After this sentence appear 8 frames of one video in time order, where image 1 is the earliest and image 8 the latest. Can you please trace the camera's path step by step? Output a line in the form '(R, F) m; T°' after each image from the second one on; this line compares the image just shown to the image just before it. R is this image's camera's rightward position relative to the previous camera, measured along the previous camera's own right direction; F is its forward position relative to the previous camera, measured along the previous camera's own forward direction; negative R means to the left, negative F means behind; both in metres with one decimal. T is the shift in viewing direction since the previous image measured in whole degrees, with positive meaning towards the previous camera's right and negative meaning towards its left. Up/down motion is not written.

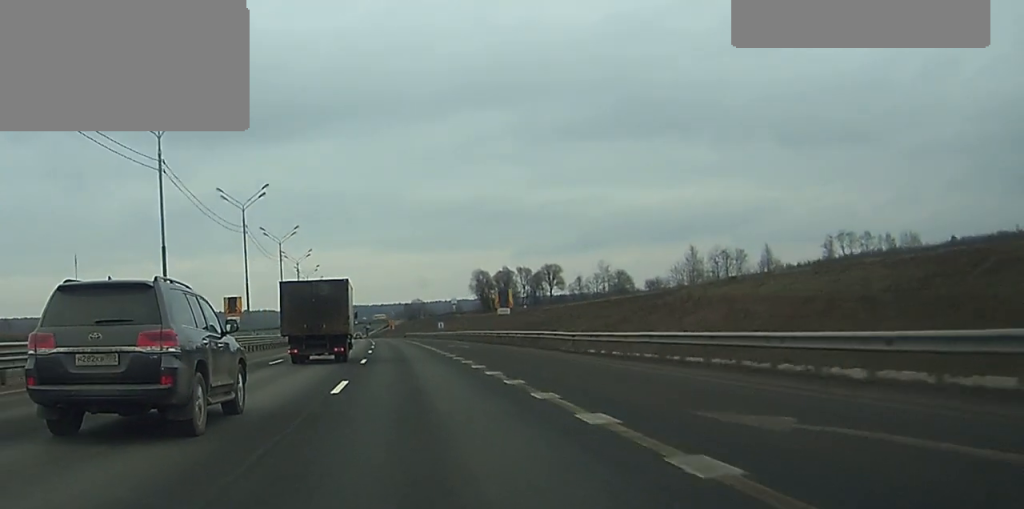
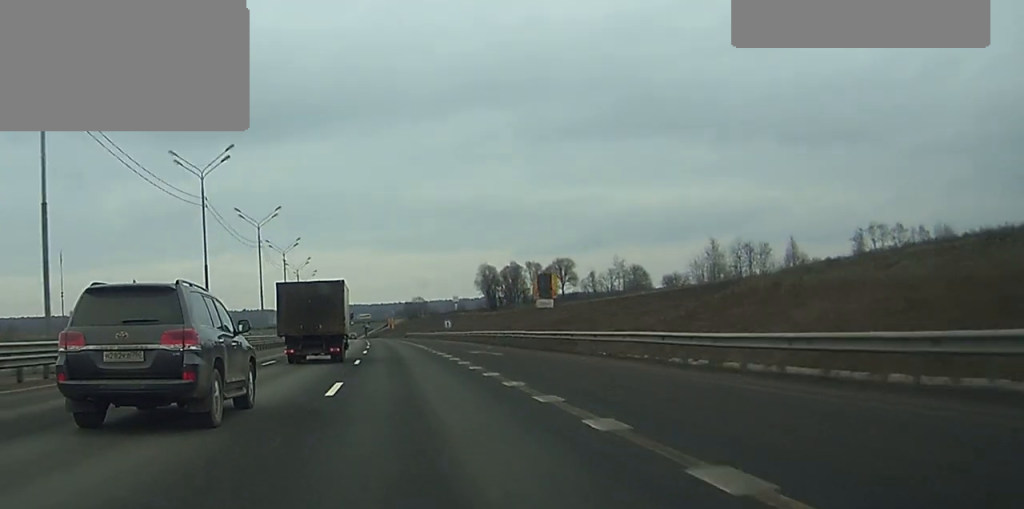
(-0.1, +16.8) m; 0°
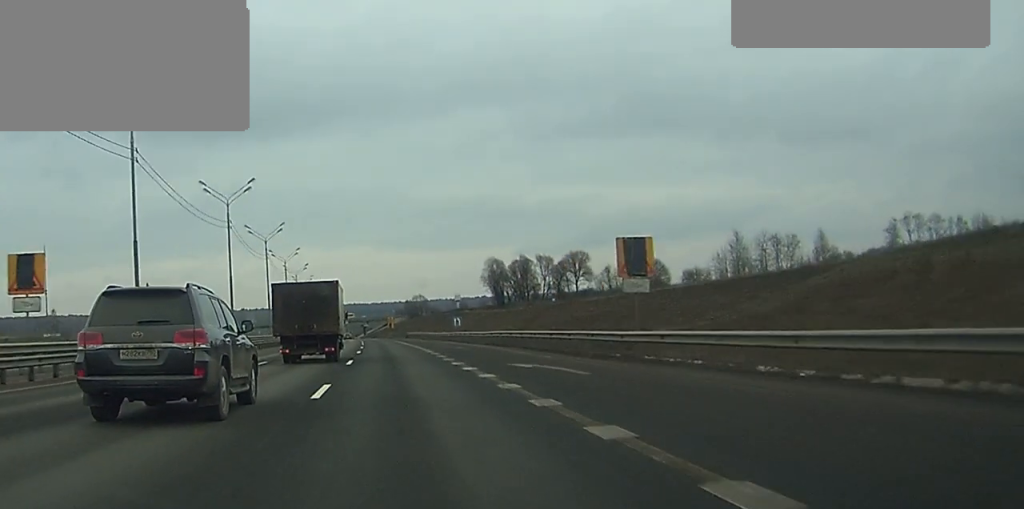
(0.0, +16.9) m; 0°
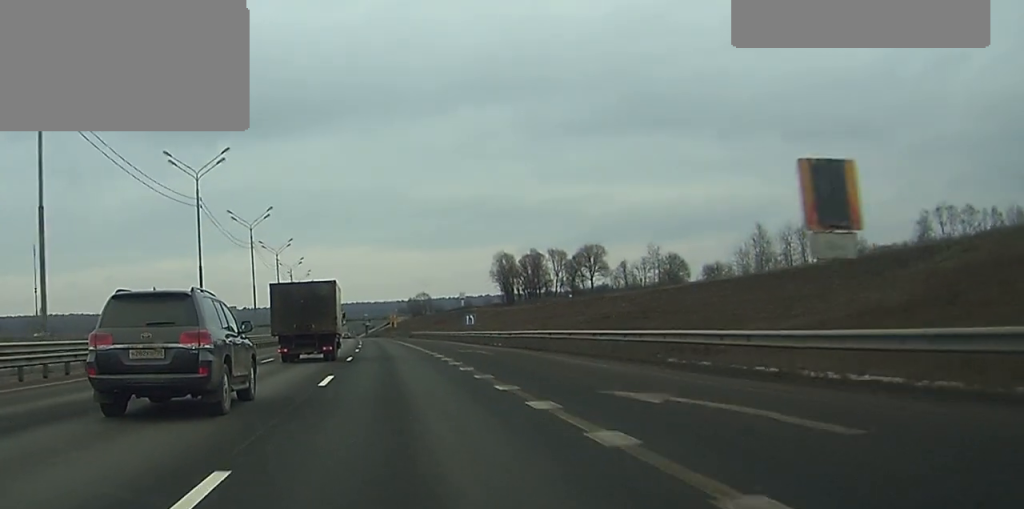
(0.0, +12.7) m; 0°
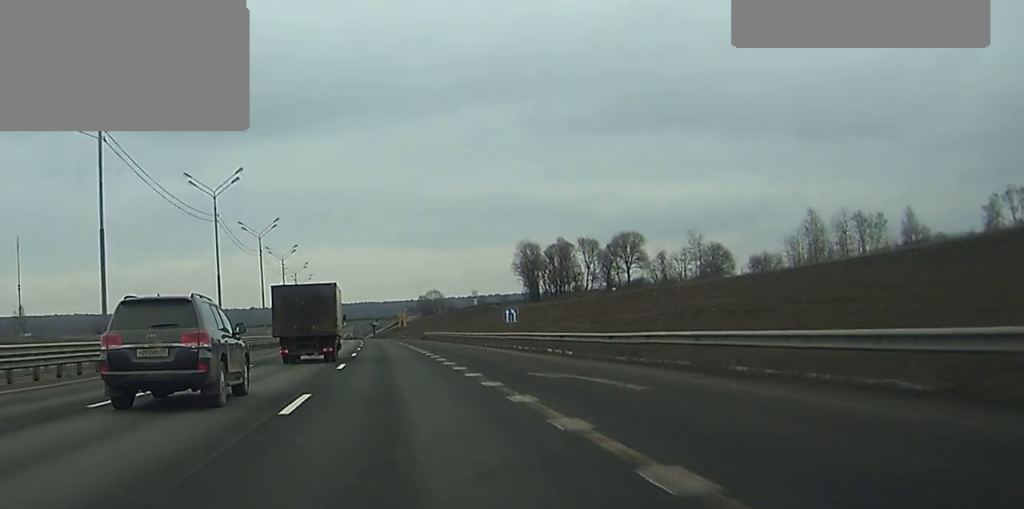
(-0.1, +22.9) m; 0°
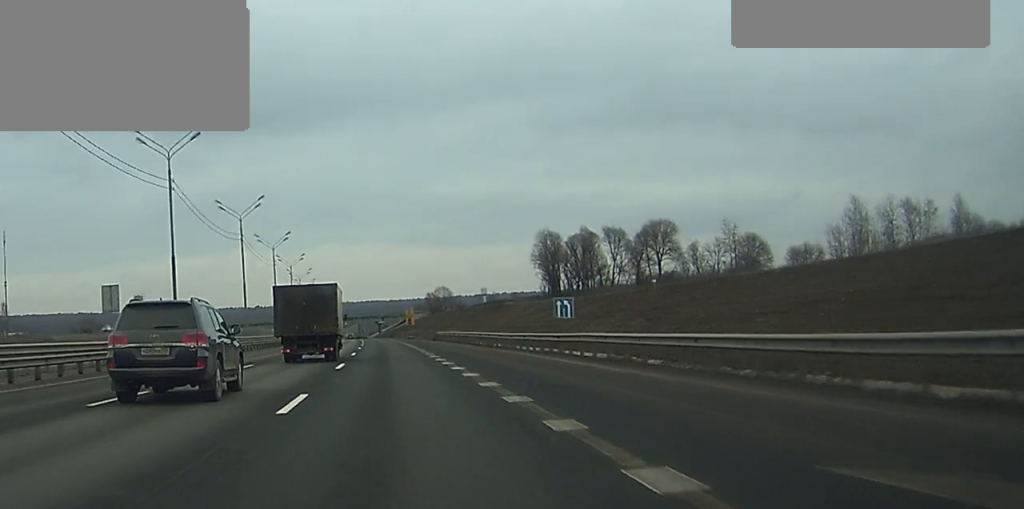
(0.0, +16.2) m; 0°
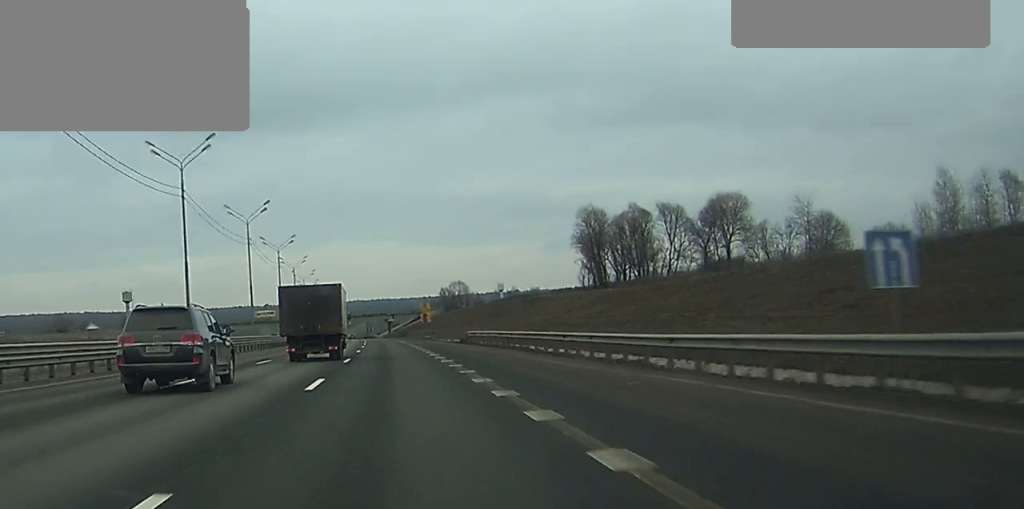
(-0.1, +27.3) m; -1°
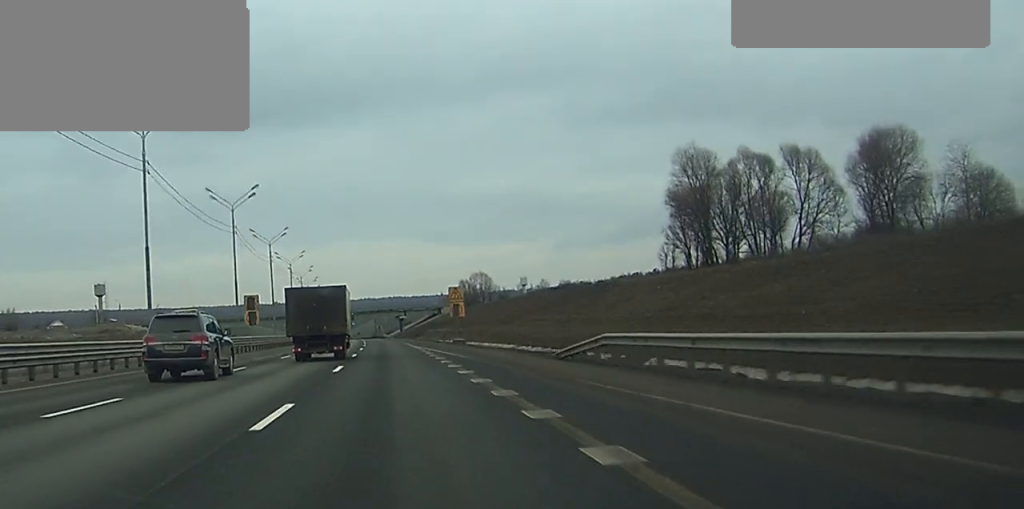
(-0.4, +40.3) m; -1°
